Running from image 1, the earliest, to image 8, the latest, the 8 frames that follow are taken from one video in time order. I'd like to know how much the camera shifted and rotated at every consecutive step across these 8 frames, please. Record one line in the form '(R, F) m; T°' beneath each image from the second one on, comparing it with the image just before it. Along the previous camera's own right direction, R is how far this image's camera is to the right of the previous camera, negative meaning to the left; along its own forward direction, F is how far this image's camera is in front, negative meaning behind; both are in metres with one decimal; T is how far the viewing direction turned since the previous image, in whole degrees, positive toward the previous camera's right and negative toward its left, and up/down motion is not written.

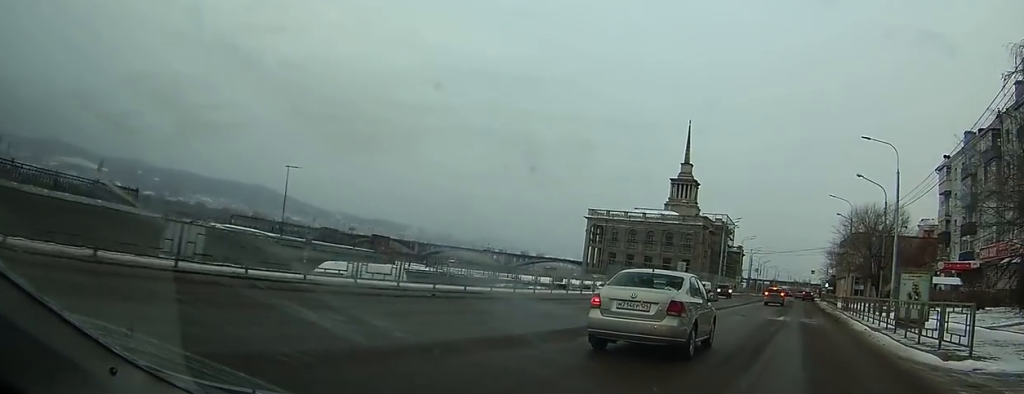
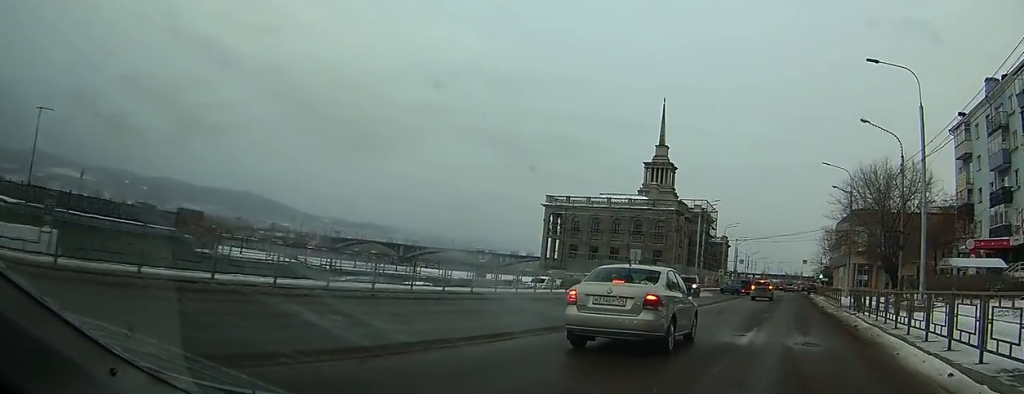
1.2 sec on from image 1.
(-0.6, +18.9) m; -1°
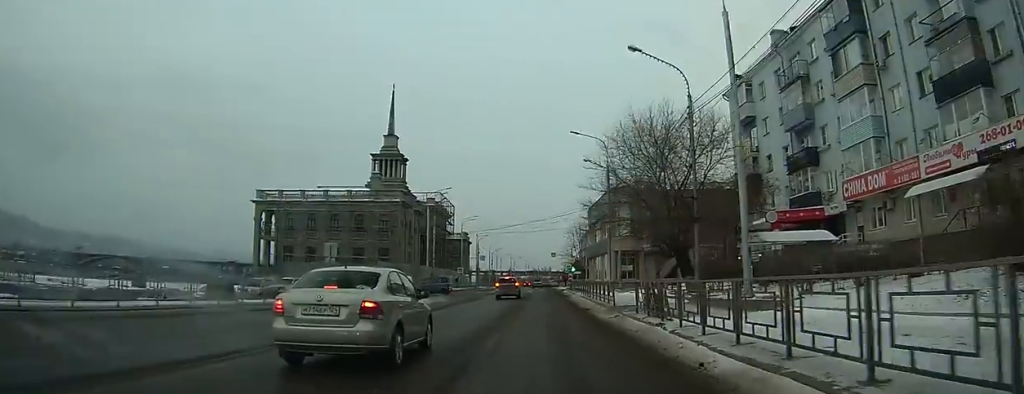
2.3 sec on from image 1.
(+0.3, +14.5) m; +2°
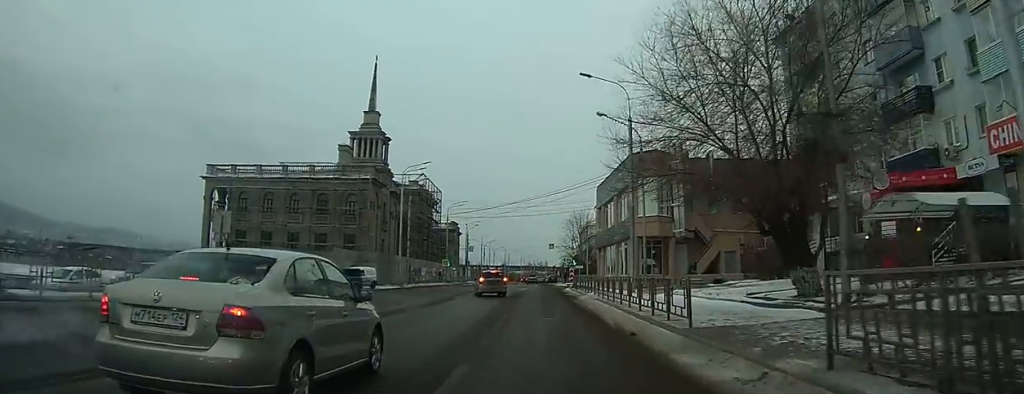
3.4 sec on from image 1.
(+0.3, +14.3) m; +1°
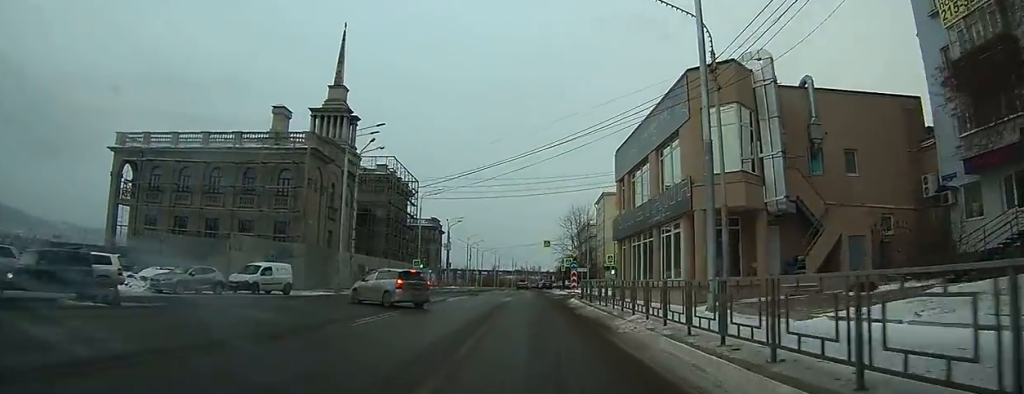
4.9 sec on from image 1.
(-0.2, +17.5) m; -1°
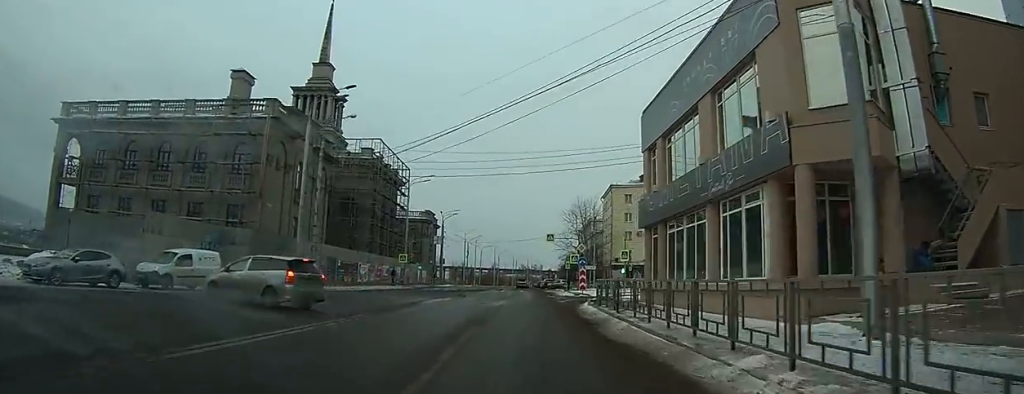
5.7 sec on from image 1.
(0.0, +8.6) m; 0°
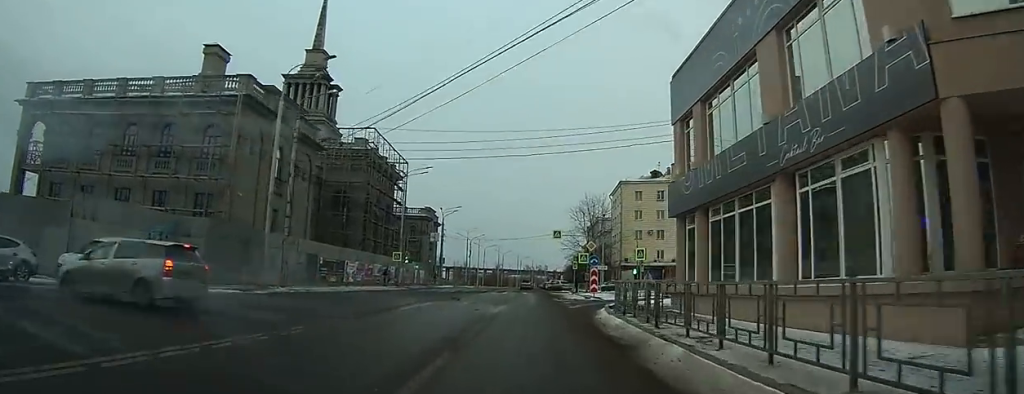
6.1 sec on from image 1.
(0.0, +5.3) m; 0°
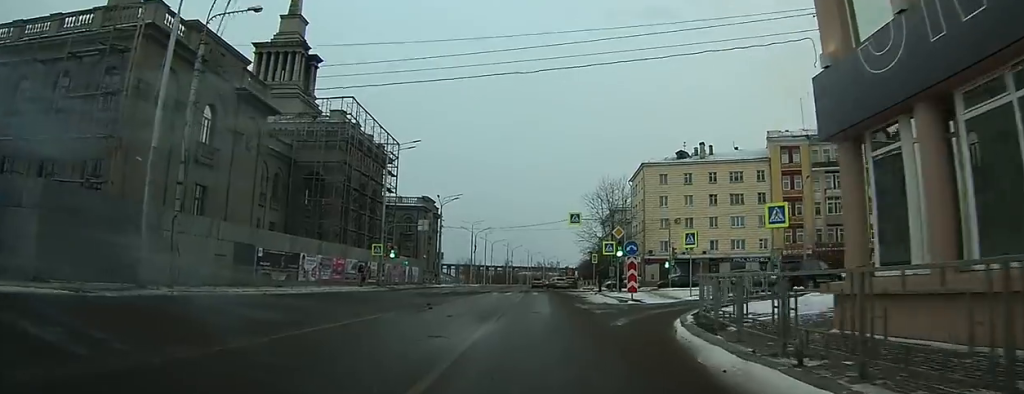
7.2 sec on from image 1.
(+0.2, +11.7) m; +1°
